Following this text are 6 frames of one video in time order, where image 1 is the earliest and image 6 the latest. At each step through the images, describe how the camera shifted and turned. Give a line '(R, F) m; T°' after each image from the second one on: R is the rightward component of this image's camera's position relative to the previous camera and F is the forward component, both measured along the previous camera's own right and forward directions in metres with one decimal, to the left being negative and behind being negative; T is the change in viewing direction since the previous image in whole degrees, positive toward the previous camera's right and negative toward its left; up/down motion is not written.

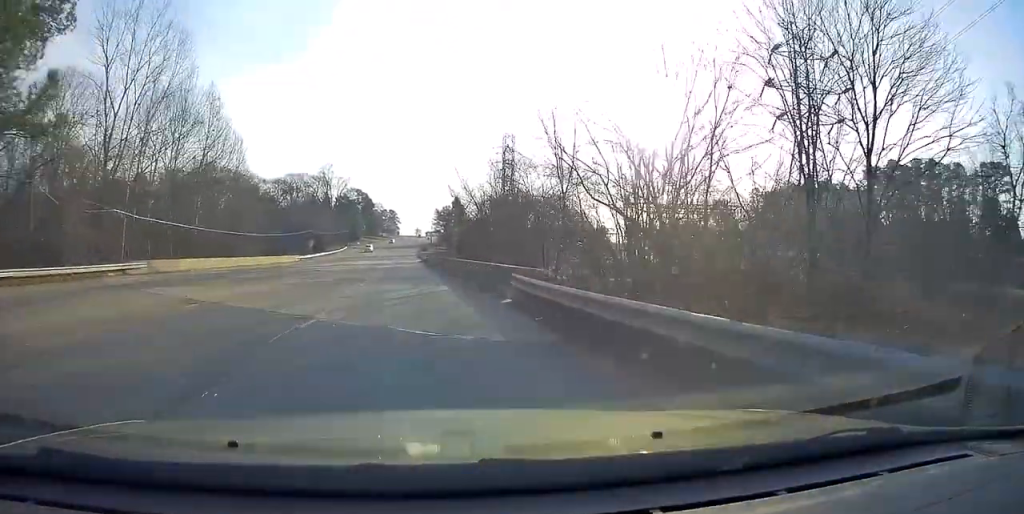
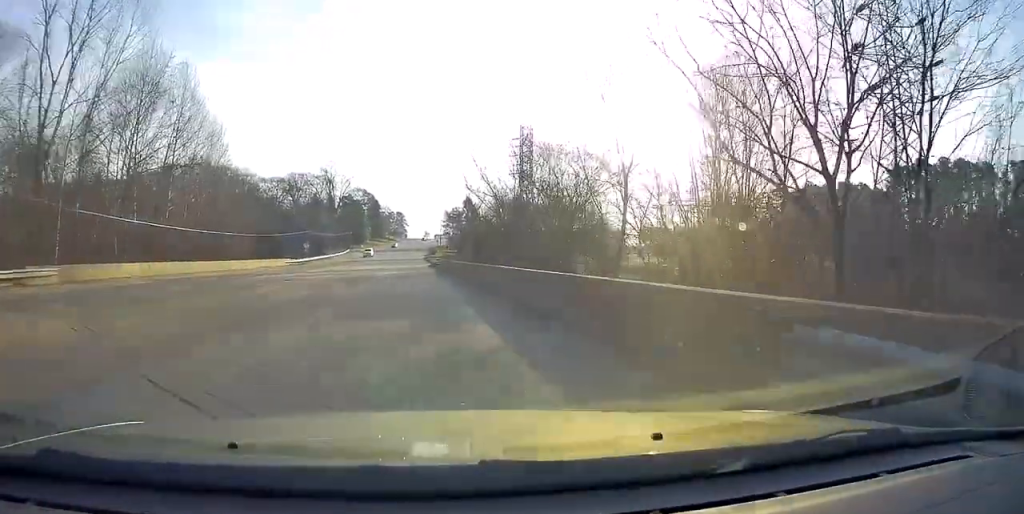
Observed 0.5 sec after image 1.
(-0.1, +11.5) m; -1°
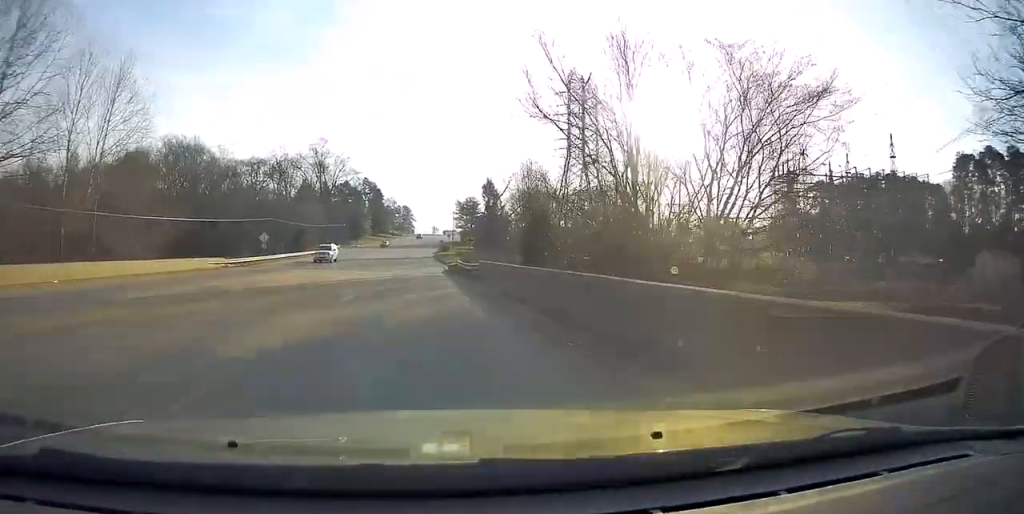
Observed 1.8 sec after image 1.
(-0.5, +31.2) m; -1°
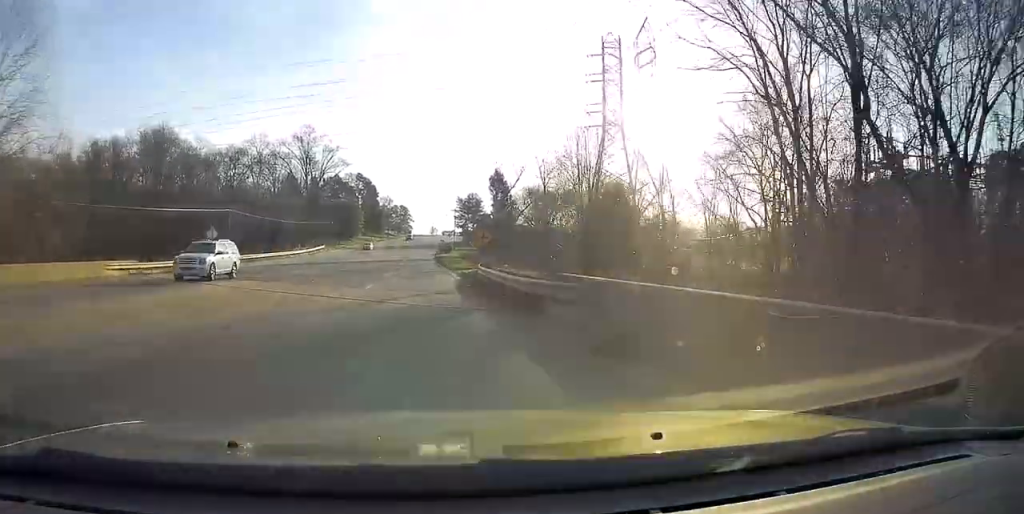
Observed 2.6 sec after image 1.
(-0.1, +16.7) m; 0°
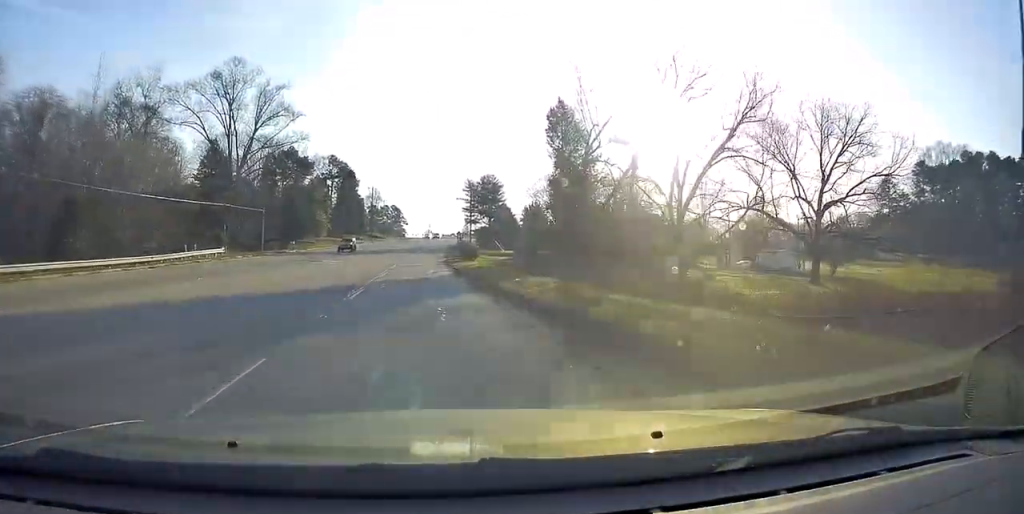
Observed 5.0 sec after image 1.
(+0.8, +54.9) m; +2°
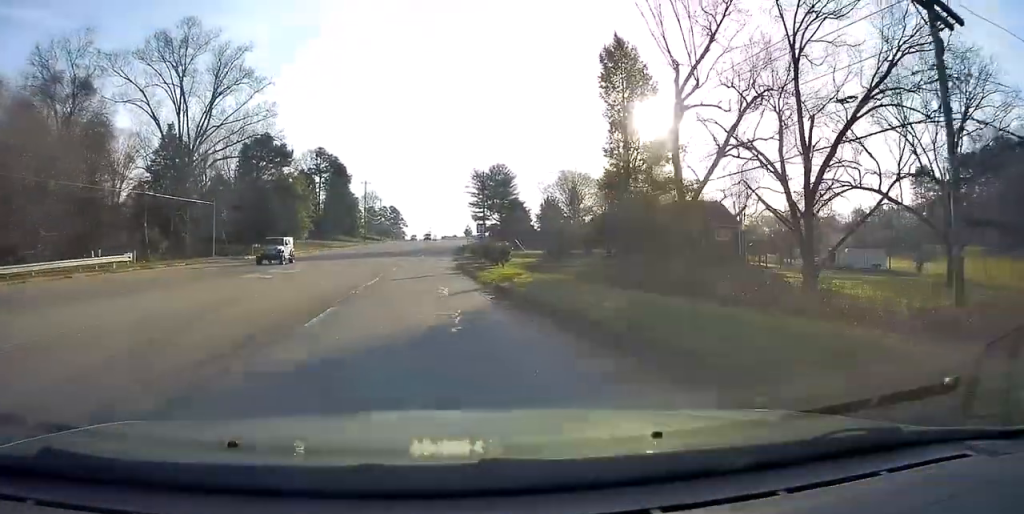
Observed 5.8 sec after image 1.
(0.0, +18.6) m; 0°
